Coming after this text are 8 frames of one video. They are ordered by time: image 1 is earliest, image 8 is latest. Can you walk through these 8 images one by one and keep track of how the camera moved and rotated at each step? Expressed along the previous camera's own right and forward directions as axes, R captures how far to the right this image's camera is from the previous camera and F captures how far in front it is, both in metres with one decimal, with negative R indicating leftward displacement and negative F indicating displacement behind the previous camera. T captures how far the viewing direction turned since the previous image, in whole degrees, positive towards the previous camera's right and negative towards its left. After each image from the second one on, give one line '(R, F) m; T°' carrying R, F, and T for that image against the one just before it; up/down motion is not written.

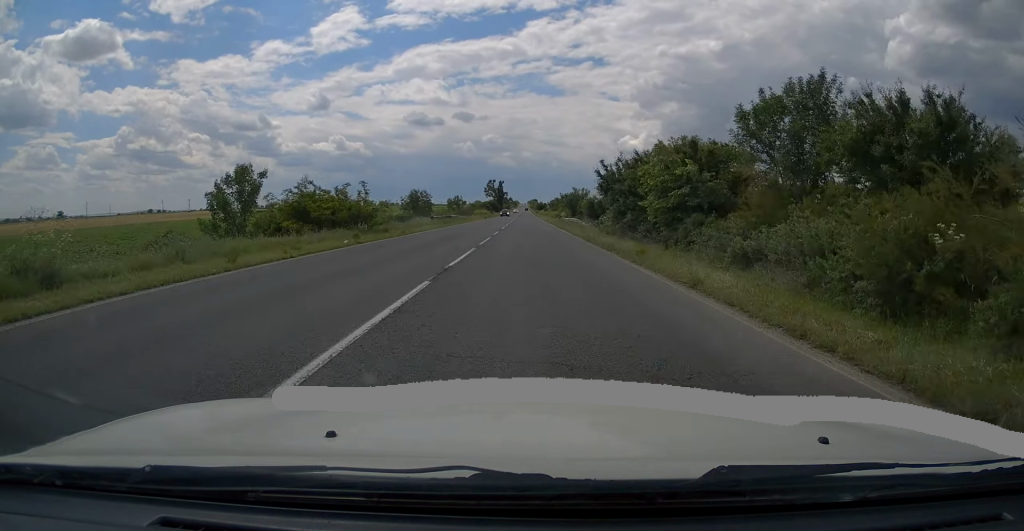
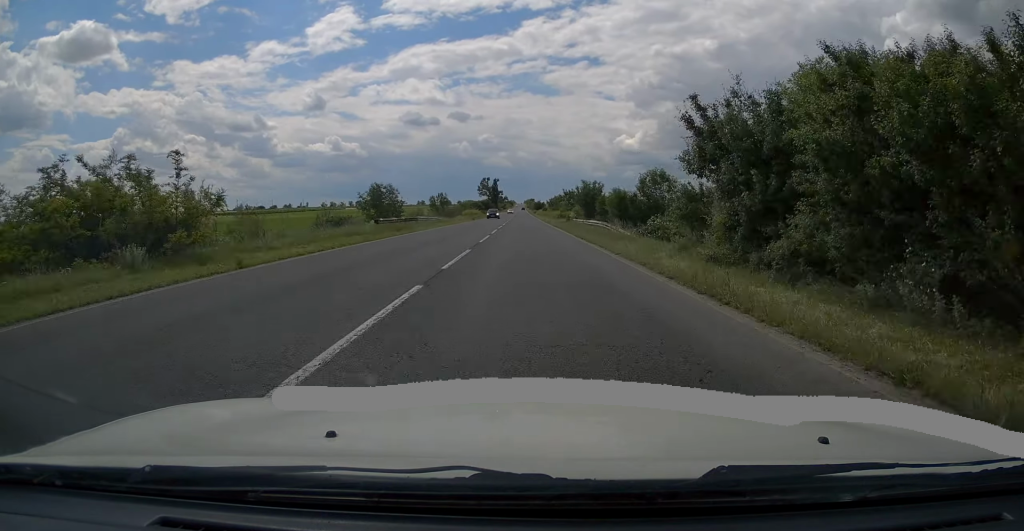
(0.0, +17.6) m; +1°
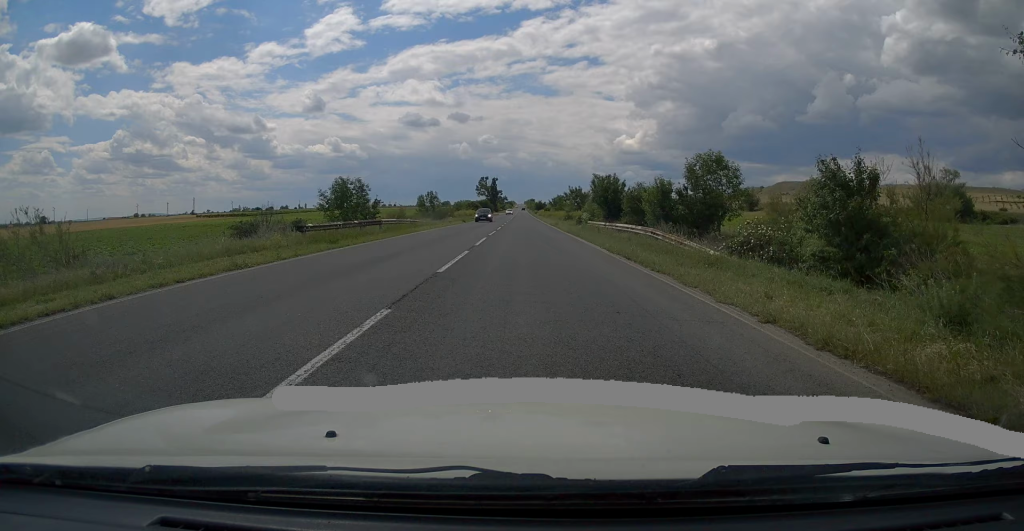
(+0.2, +10.9) m; 0°
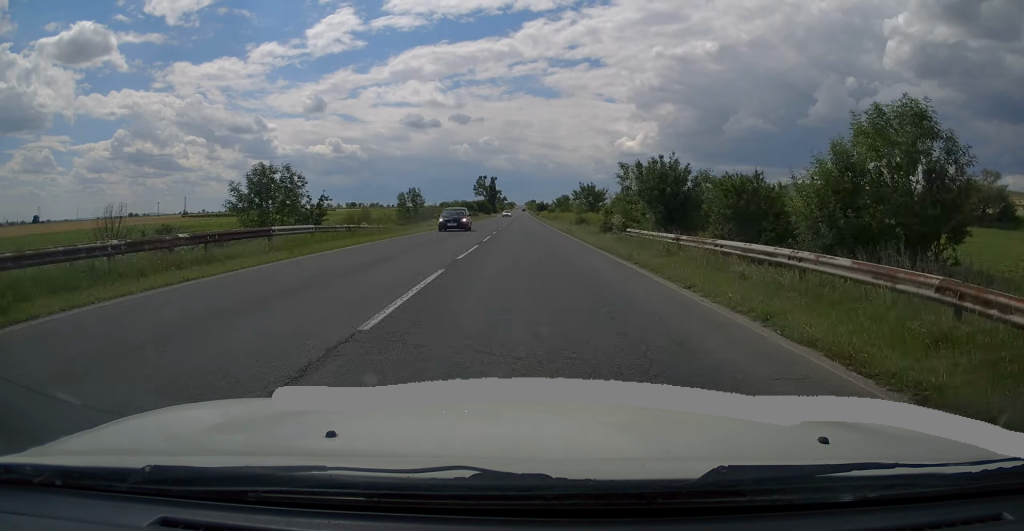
(+0.2, +14.3) m; 0°
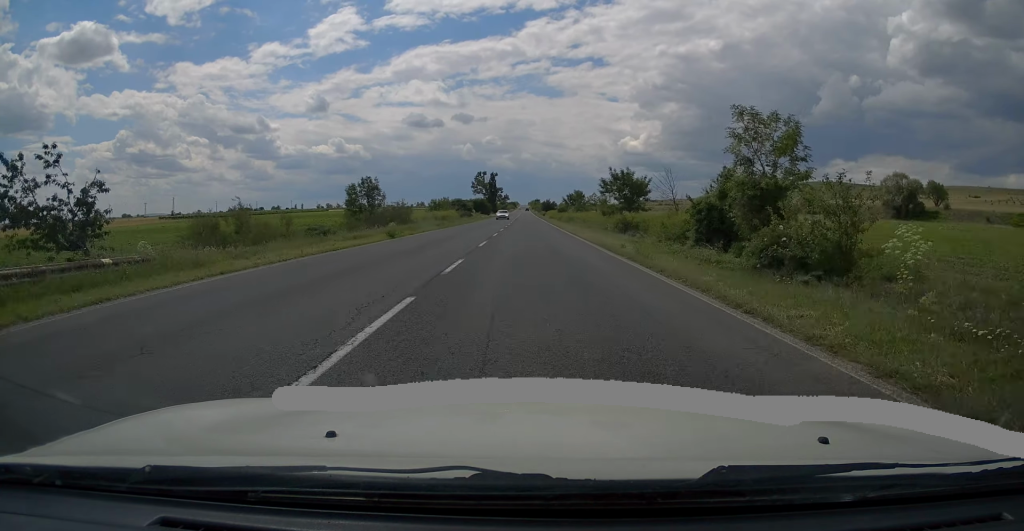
(-0.4, +21.9) m; -1°
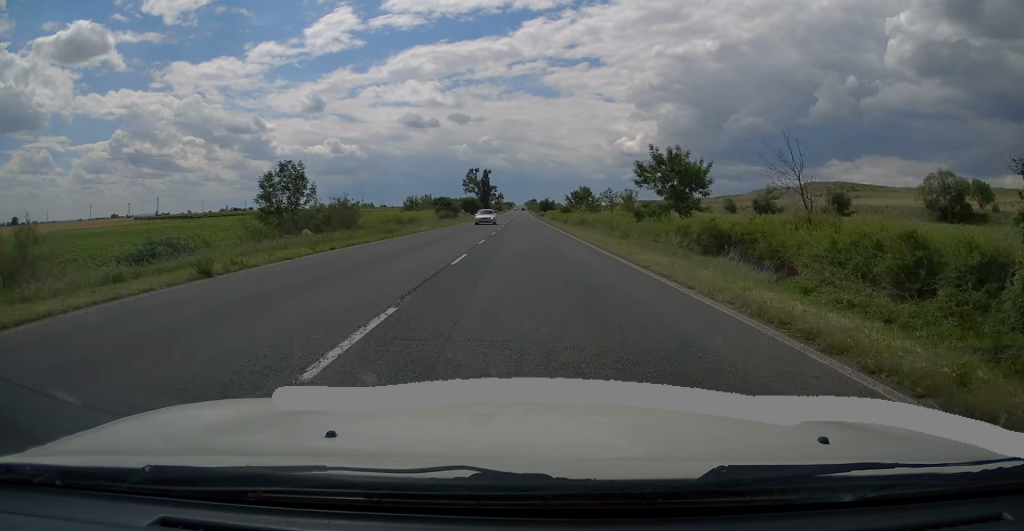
(0.0, +16.1) m; 0°
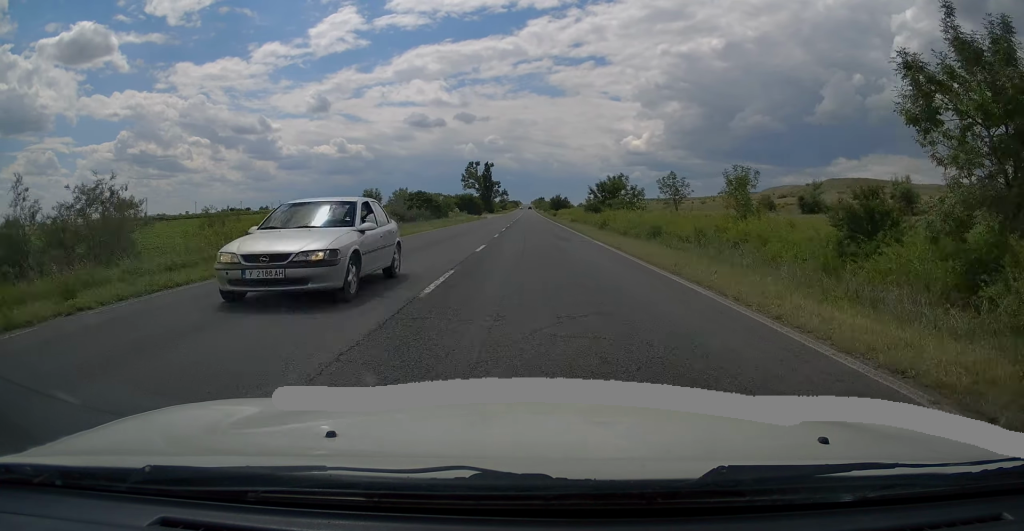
(0.0, +22.7) m; 0°
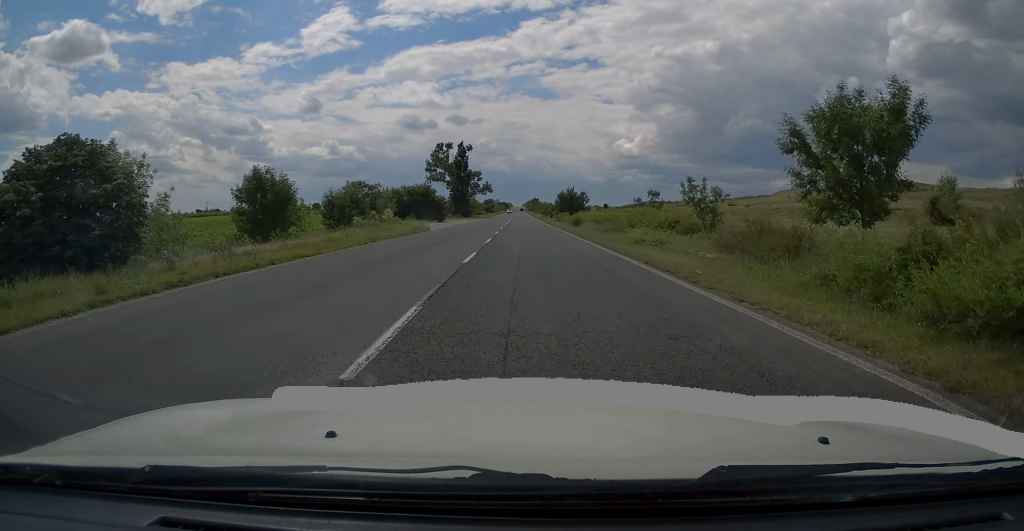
(+0.4, +48.7) m; +1°
